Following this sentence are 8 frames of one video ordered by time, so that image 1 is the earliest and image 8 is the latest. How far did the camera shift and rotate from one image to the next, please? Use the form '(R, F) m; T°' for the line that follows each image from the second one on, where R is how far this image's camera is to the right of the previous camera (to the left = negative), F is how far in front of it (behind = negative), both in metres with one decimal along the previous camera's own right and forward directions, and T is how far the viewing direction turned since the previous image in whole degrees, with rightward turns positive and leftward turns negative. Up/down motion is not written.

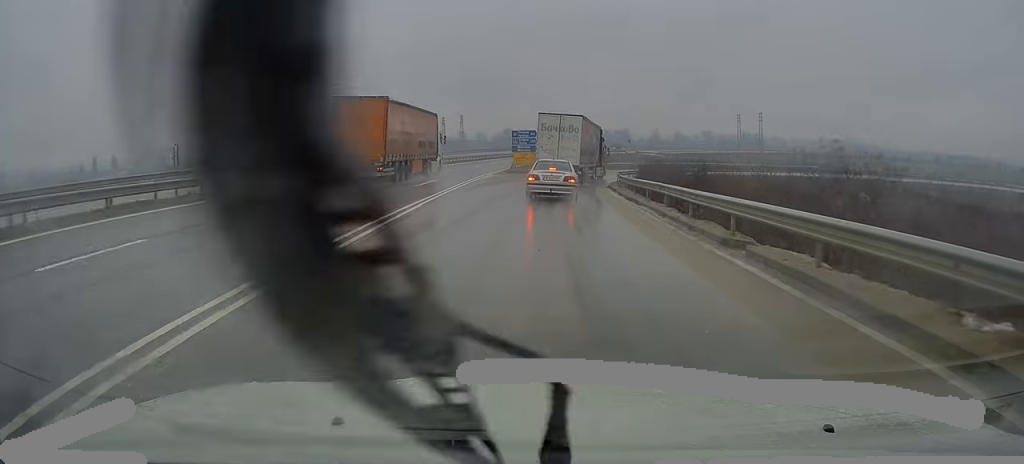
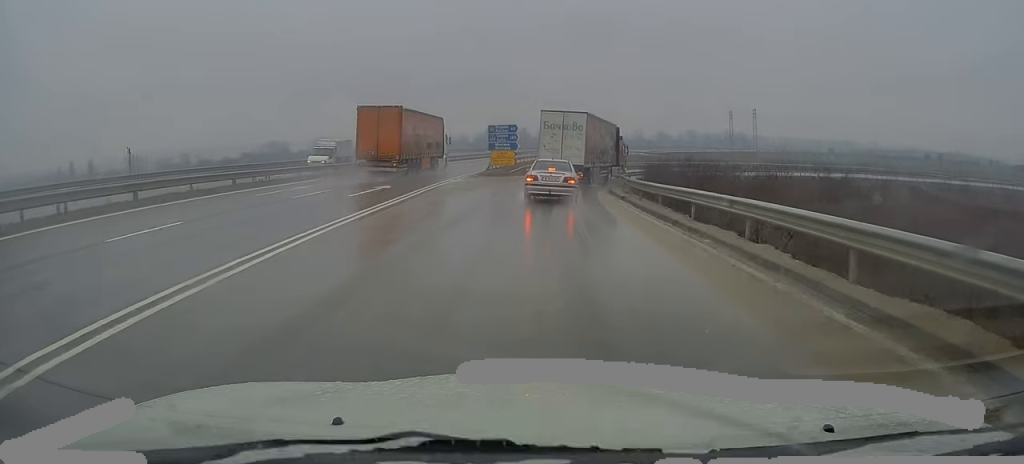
(0.0, +8.8) m; +1°
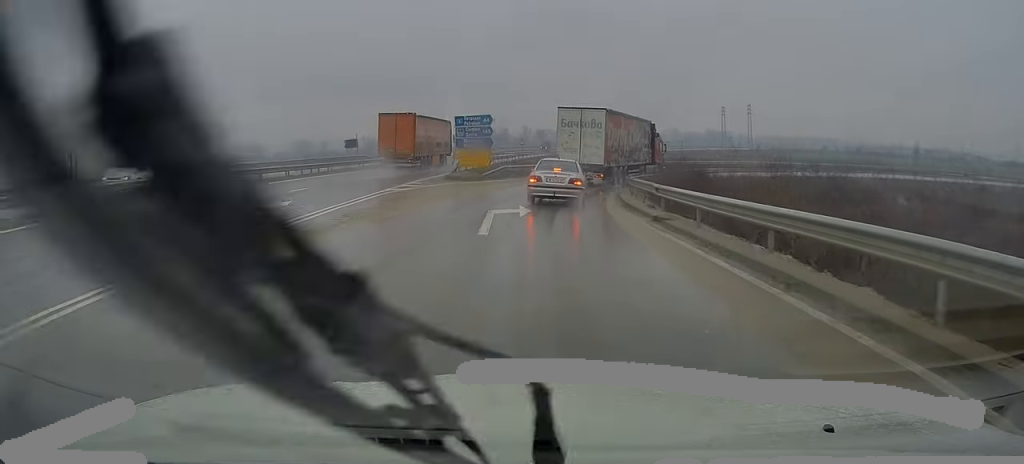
(+0.1, +9.8) m; +2°
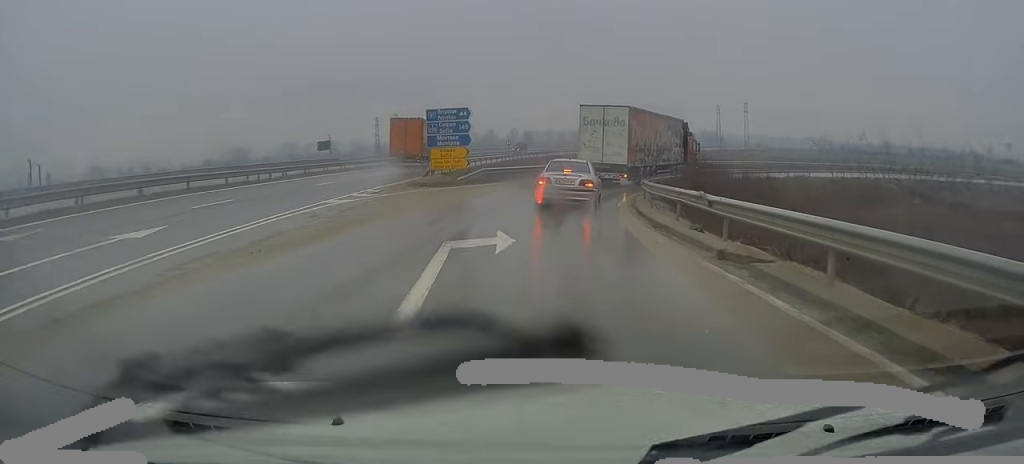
(-0.1, +6.2) m; +2°
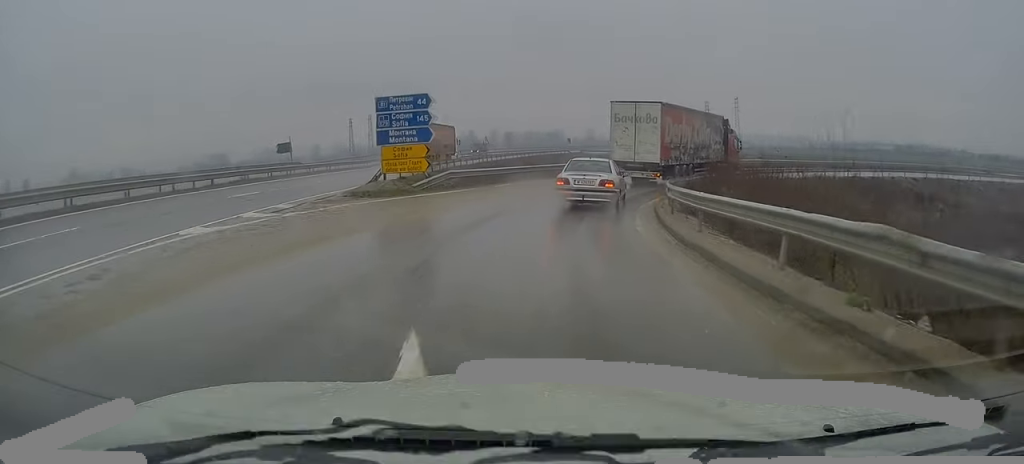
(+0.3, +6.8) m; +3°
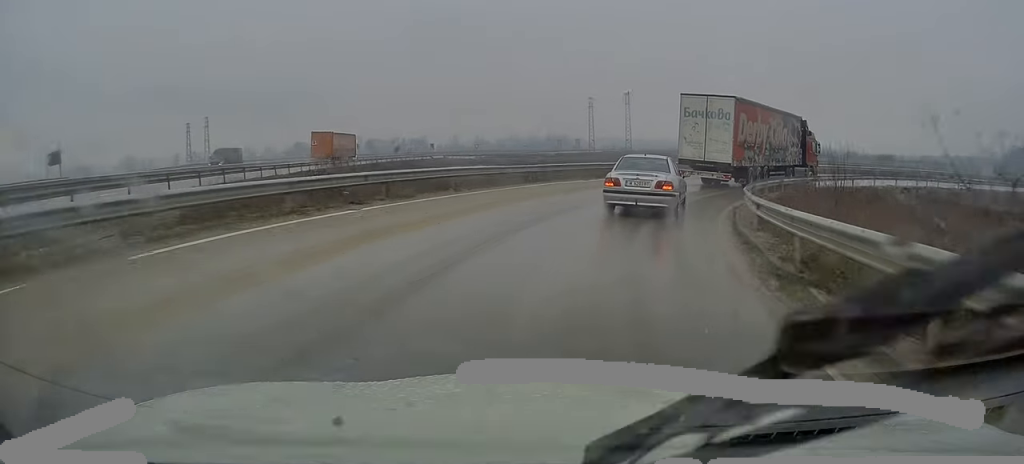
(+1.6, +19.3) m; +13°
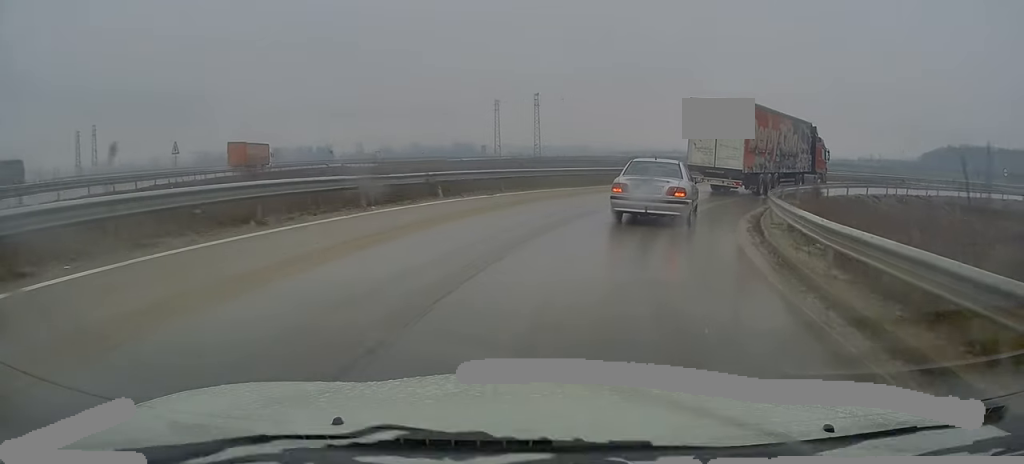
(+0.6, +8.6) m; +9°
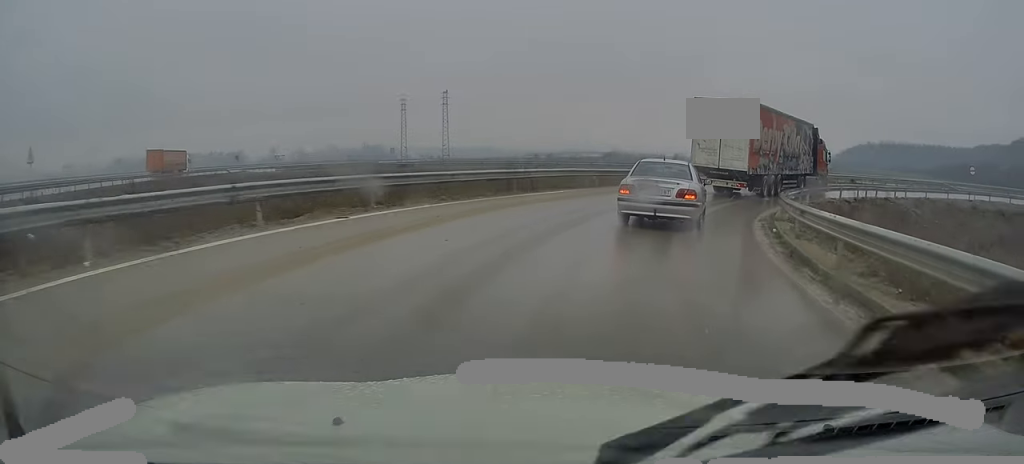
(+0.7, +7.4) m; +9°
